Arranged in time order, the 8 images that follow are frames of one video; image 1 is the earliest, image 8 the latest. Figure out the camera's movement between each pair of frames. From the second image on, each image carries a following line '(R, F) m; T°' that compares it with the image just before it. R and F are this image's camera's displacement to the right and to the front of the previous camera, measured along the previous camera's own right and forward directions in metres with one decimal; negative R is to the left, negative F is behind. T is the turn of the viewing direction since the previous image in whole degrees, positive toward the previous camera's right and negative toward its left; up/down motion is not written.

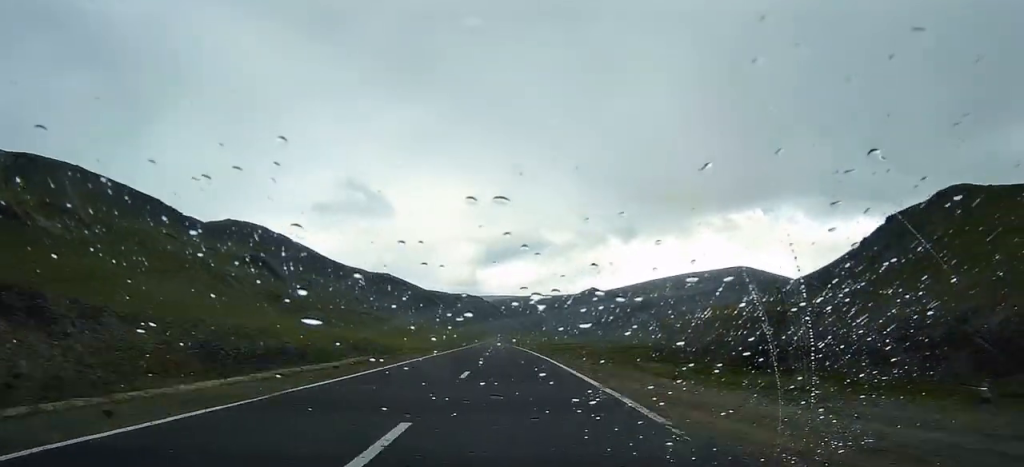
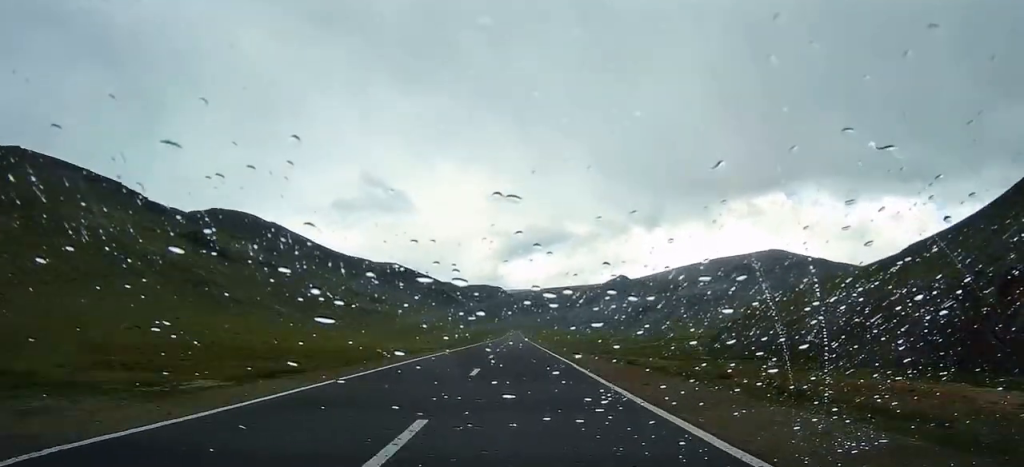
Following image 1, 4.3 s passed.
(-2.9, +106.4) m; -1°
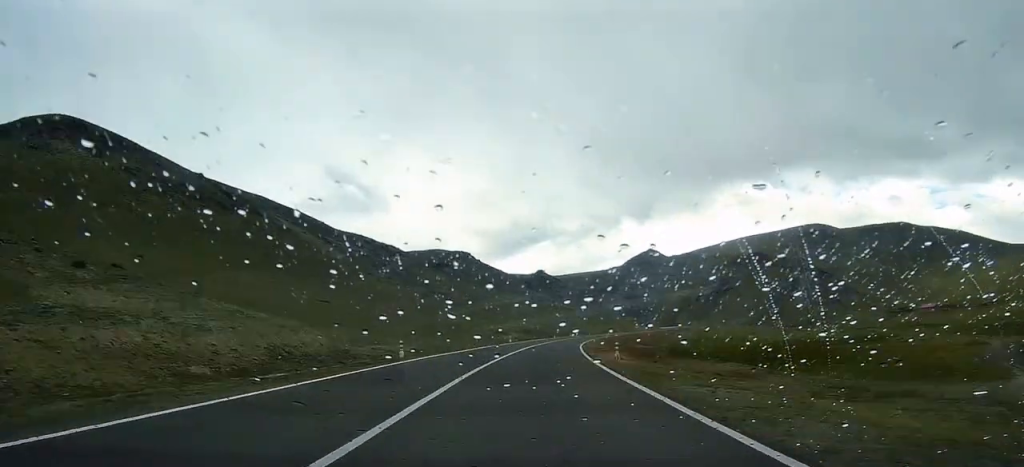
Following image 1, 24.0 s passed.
(+21.3, +467.4) m; +12°
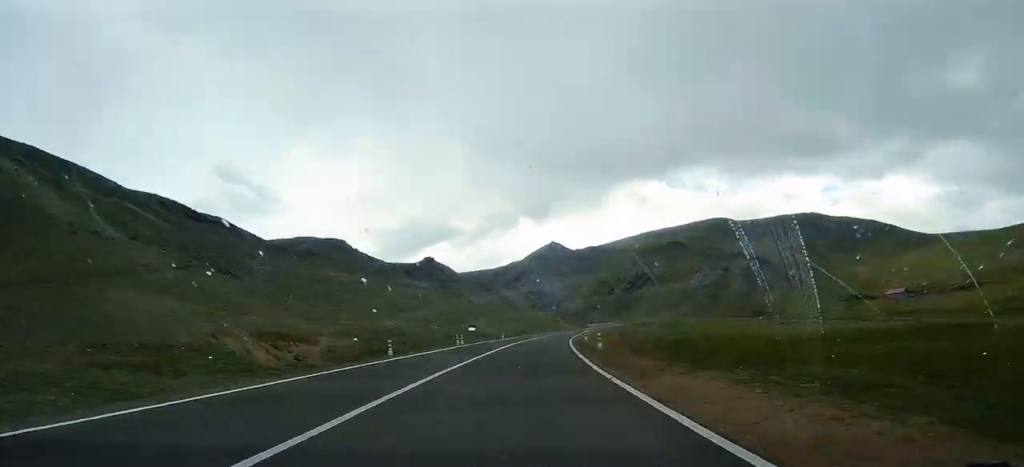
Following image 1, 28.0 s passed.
(+0.2, +91.8) m; +3°
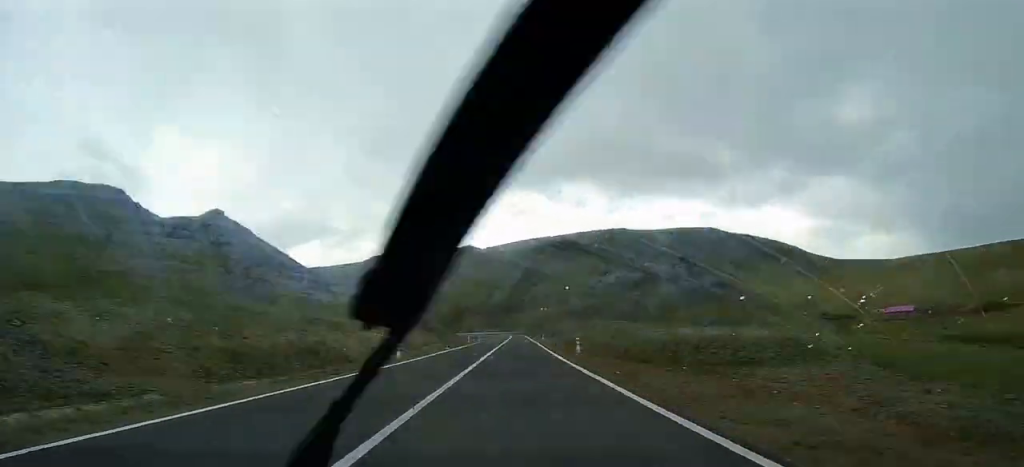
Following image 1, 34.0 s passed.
(+15.6, +133.9) m; -2°
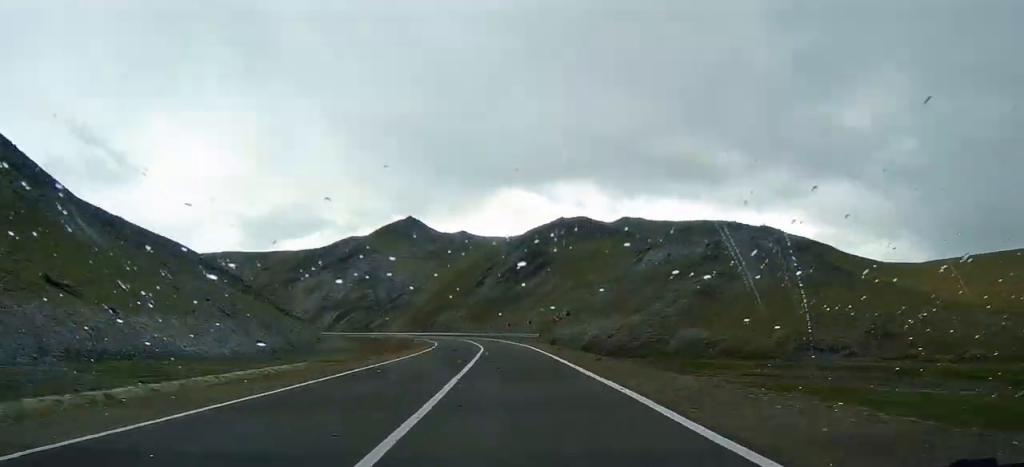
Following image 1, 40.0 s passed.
(-1.9, +131.9) m; -7°
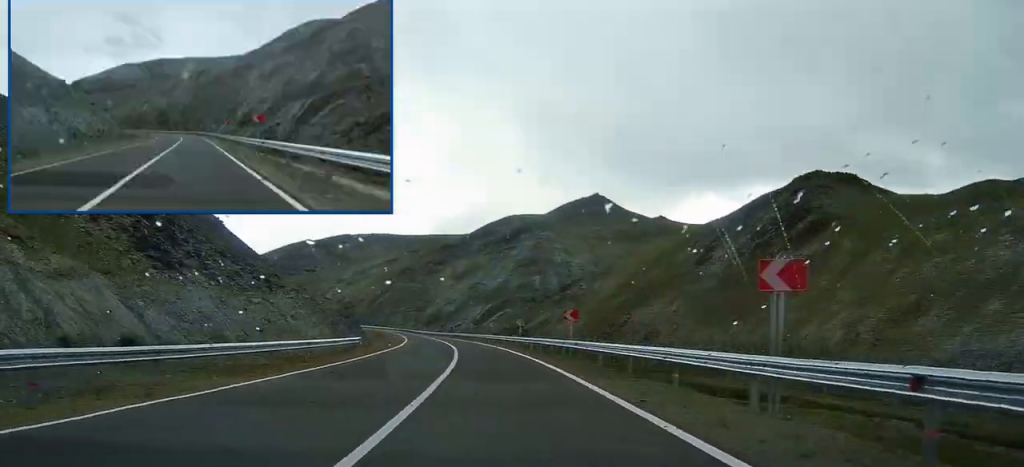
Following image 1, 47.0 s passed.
(-8.6, +153.9) m; -14°
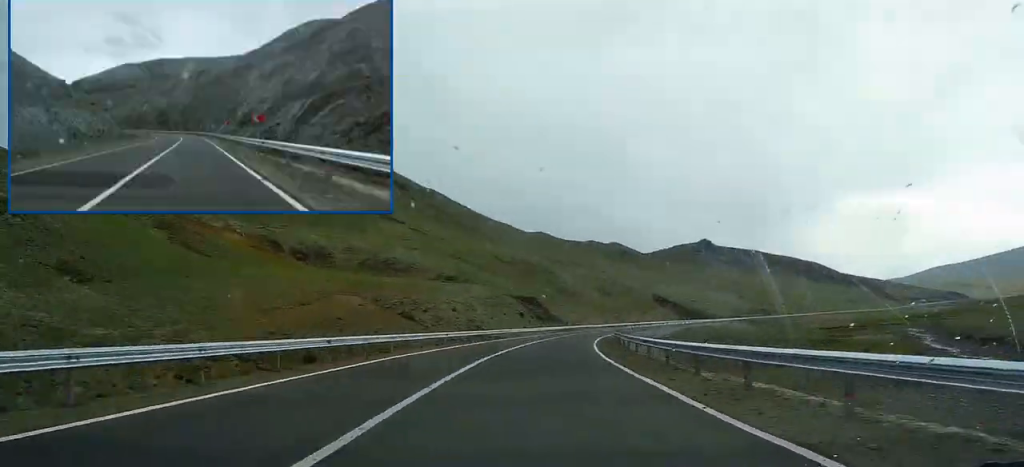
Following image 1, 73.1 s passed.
(-306.4, +423.9) m; -38°
